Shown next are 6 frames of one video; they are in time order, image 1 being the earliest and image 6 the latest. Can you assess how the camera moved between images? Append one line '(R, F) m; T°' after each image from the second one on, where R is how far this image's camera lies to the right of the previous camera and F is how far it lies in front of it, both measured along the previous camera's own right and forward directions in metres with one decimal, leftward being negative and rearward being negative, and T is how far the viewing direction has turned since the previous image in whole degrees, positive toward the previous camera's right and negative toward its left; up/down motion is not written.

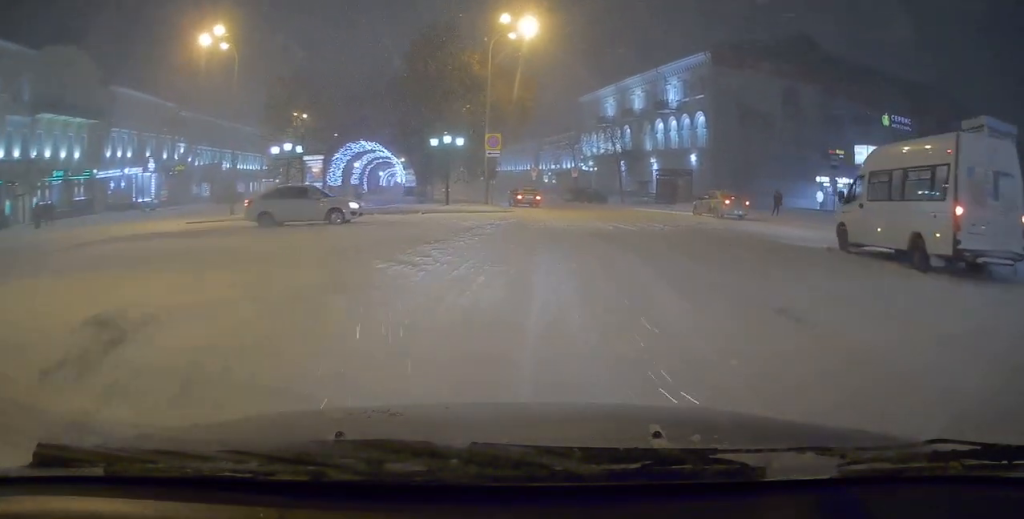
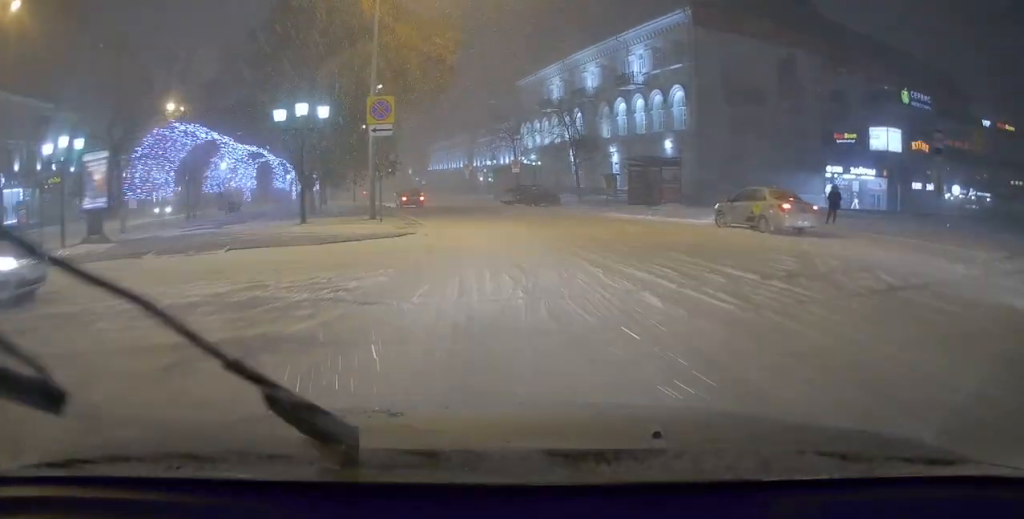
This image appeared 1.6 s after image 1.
(+0.7, +13.1) m; +4°
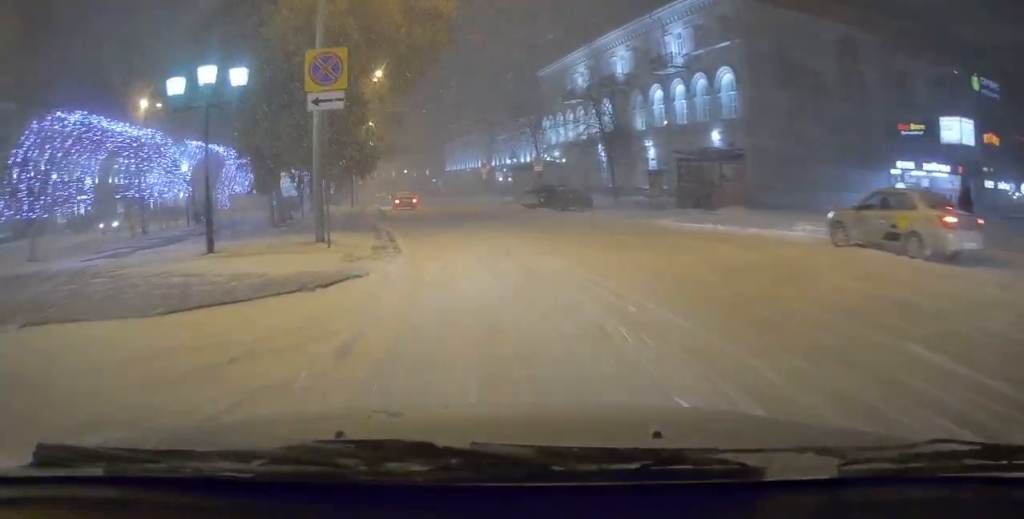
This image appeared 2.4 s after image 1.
(-0.1, +6.9) m; -1°
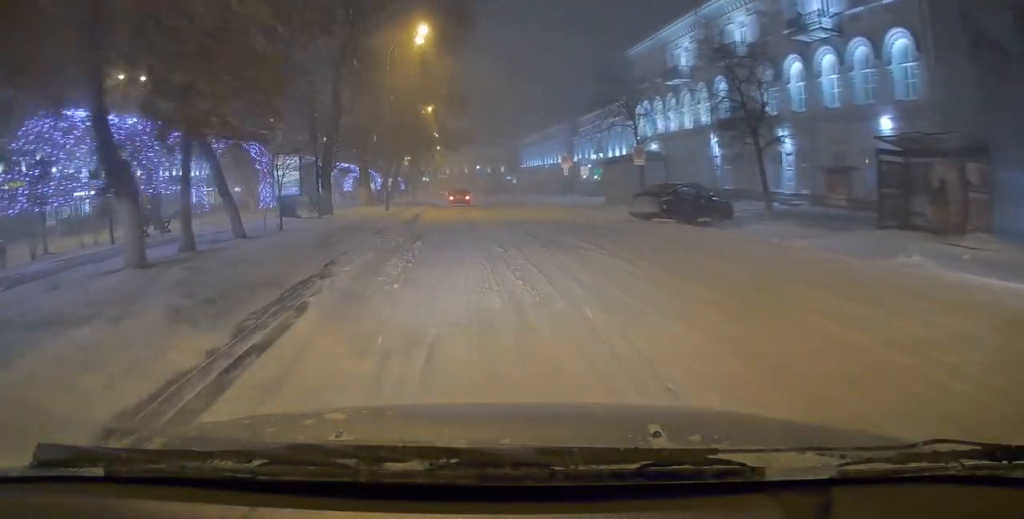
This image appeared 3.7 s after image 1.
(-0.3, +11.8) m; -5°
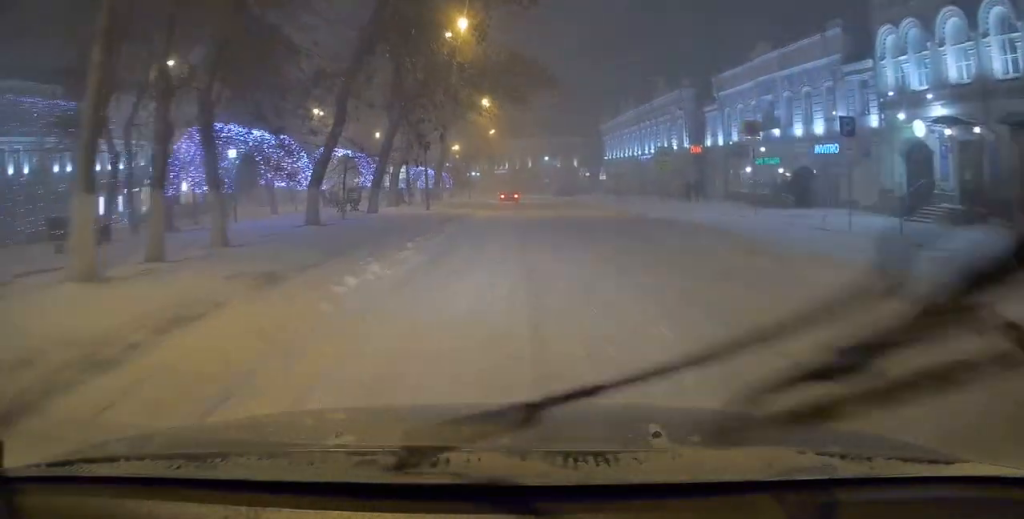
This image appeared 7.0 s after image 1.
(-3.2, +31.8) m; -8°
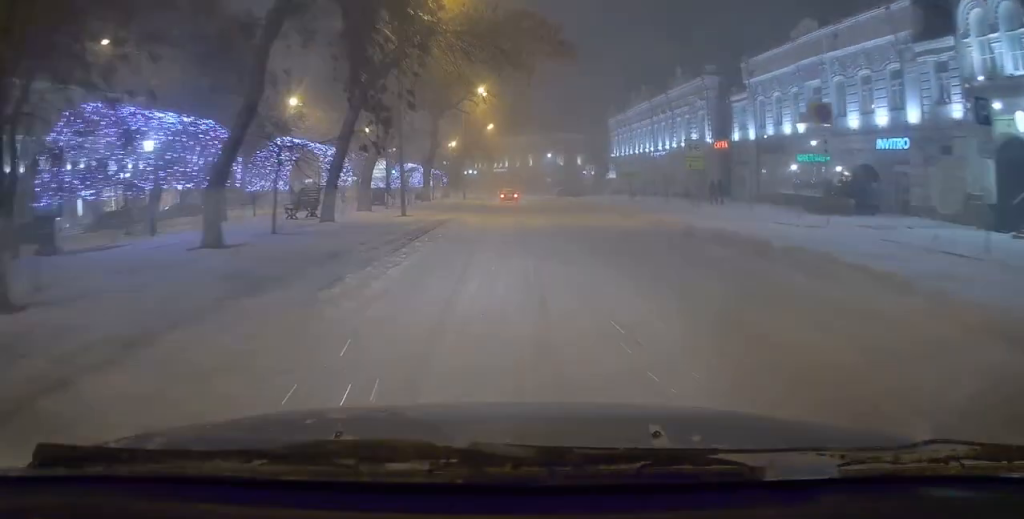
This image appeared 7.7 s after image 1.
(0.0, +6.5) m; 0°
